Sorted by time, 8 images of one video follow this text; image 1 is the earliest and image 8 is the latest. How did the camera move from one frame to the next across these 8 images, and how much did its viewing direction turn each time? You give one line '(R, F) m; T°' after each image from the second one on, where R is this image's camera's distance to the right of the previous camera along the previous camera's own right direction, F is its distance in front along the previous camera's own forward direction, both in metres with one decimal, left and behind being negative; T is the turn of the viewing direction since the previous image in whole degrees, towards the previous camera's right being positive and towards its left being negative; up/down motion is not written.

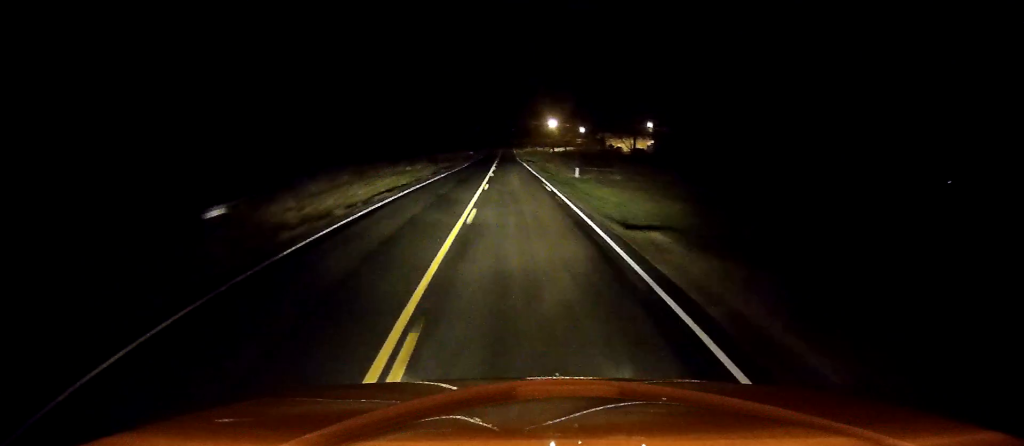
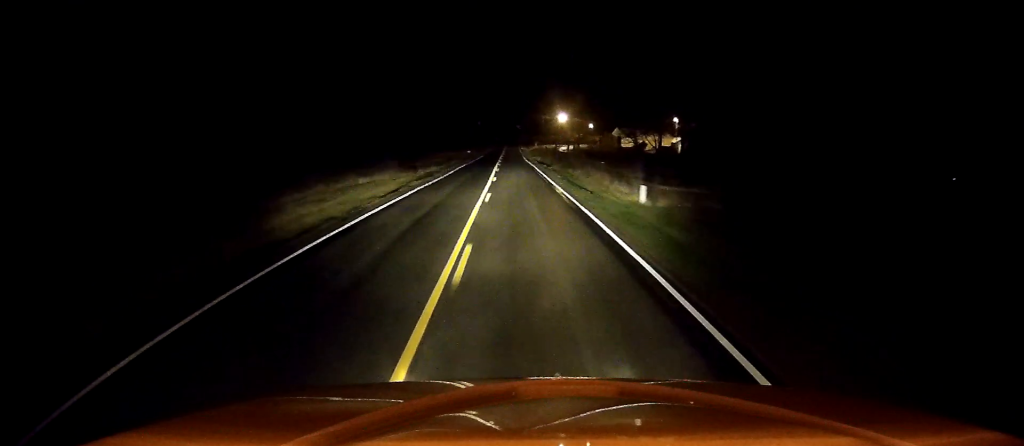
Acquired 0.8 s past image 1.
(-0.1, +16.2) m; 0°
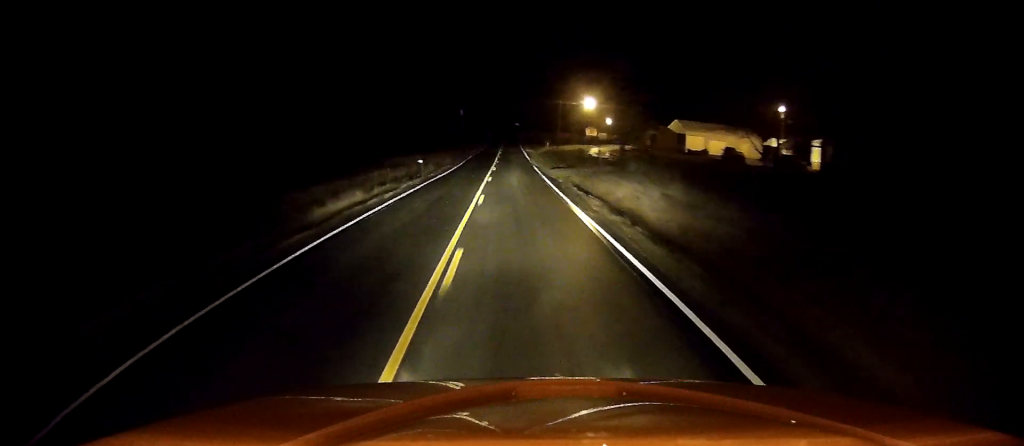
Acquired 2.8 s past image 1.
(+0.1, +43.0) m; 0°
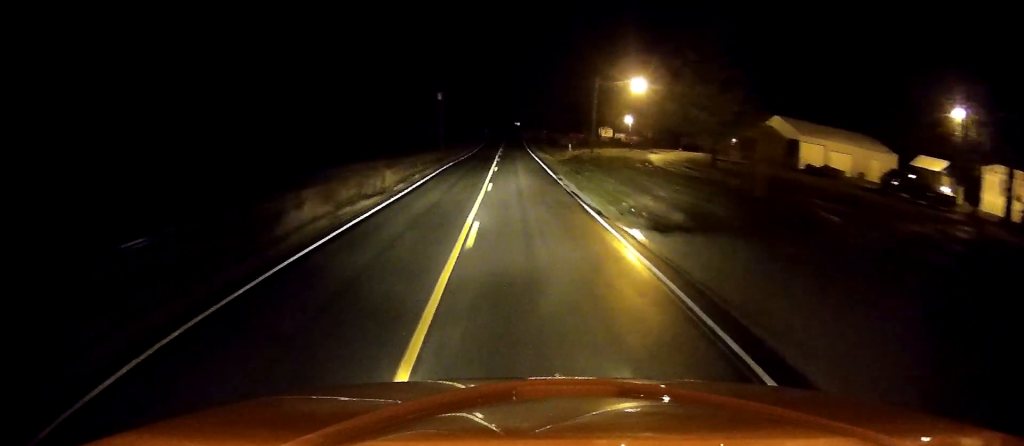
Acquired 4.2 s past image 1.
(-0.4, +31.5) m; 0°
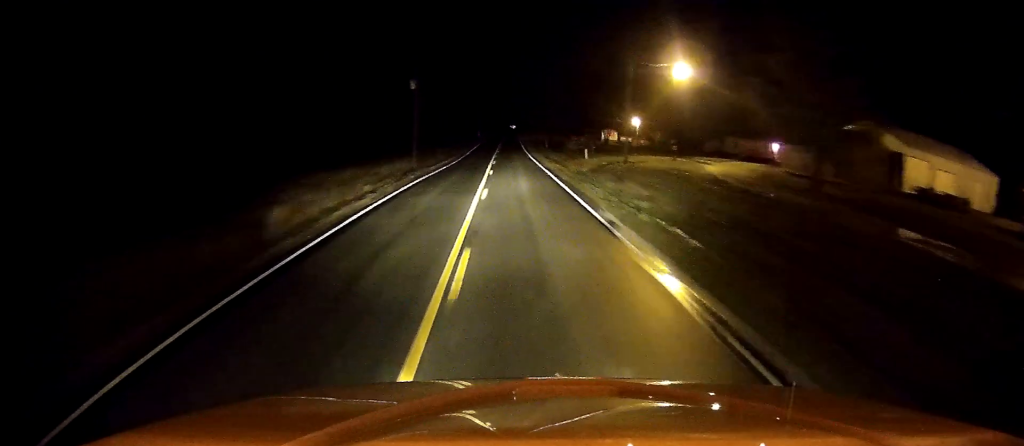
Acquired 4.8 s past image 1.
(+0.4, +15.6) m; +1°
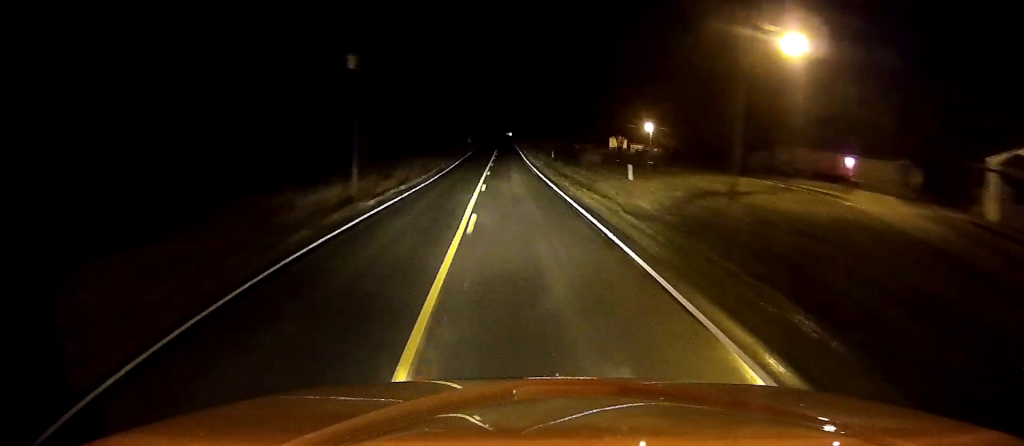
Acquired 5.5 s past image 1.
(+0.1, +18.4) m; 0°
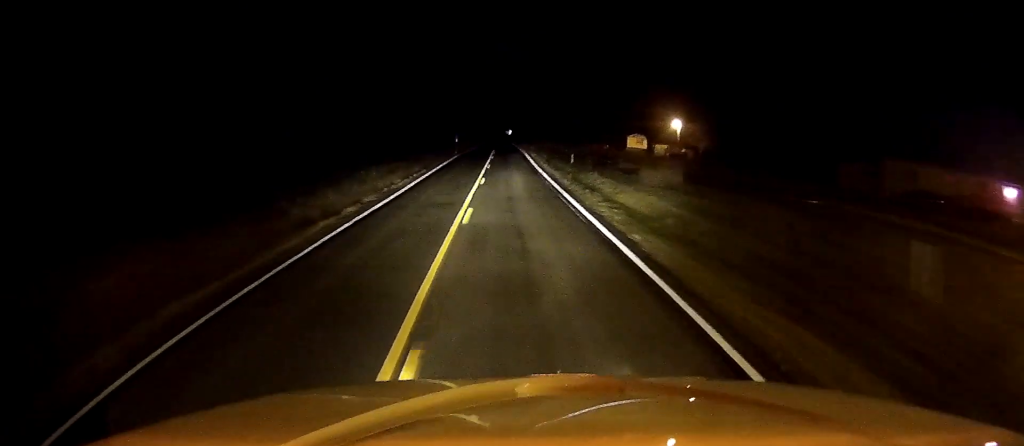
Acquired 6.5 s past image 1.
(0.0, +23.7) m; 0°
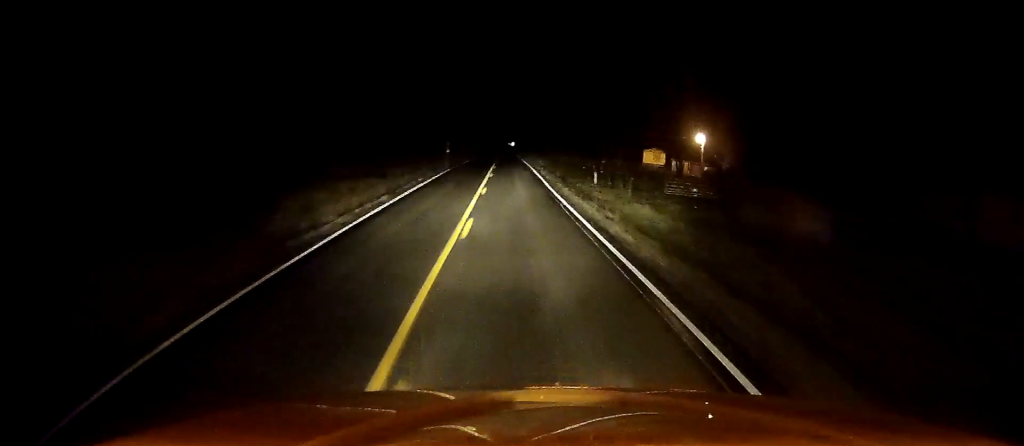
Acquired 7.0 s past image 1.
(+0.1, +13.7) m; 0°
